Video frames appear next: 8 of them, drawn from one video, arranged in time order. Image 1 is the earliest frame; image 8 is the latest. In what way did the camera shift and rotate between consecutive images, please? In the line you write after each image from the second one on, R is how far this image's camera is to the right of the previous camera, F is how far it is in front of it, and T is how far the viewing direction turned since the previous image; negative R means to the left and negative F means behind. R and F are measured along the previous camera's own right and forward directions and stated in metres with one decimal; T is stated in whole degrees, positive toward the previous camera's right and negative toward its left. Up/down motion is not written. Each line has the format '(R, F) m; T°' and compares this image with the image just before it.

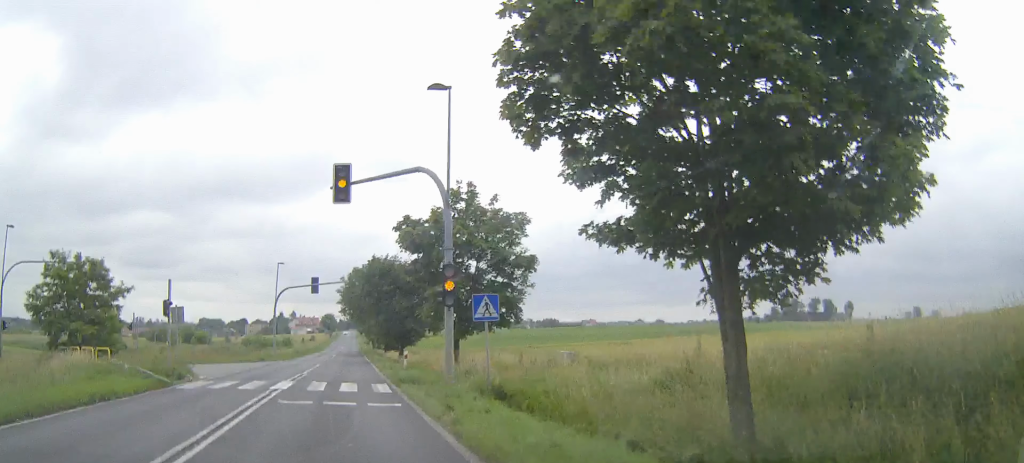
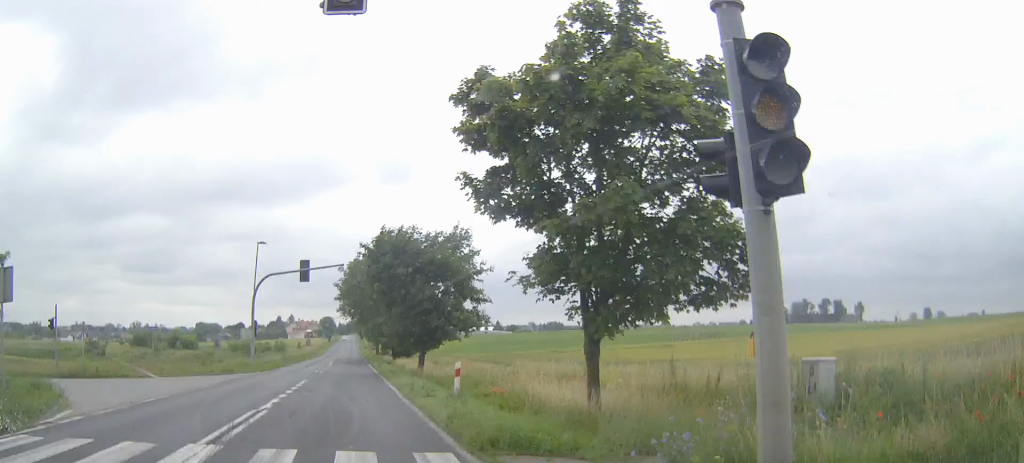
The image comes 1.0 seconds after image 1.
(0.0, +15.0) m; 0°
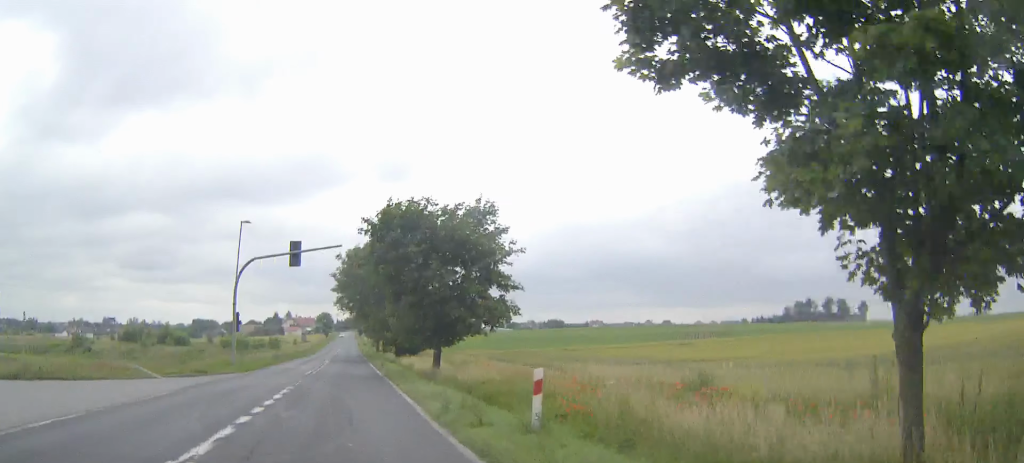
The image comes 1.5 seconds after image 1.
(0.0, +7.8) m; 0°
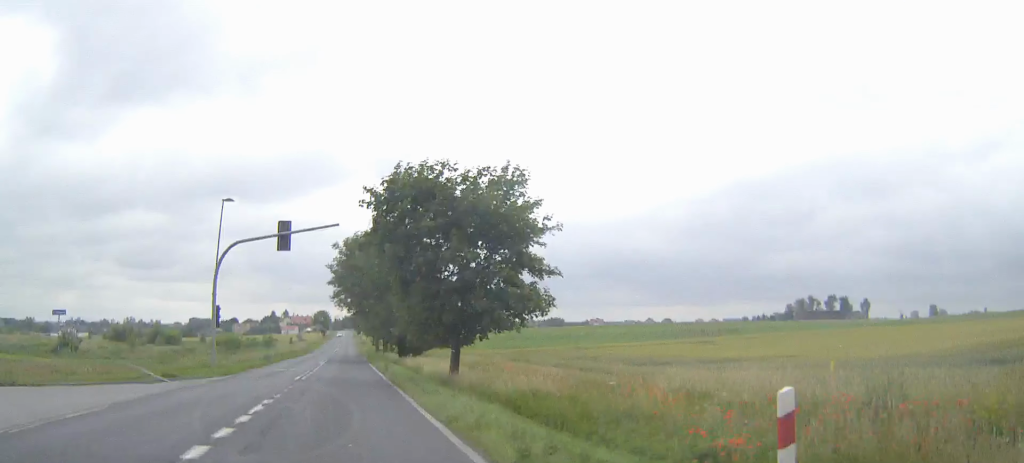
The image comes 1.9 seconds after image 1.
(0.0, +6.0) m; 0°
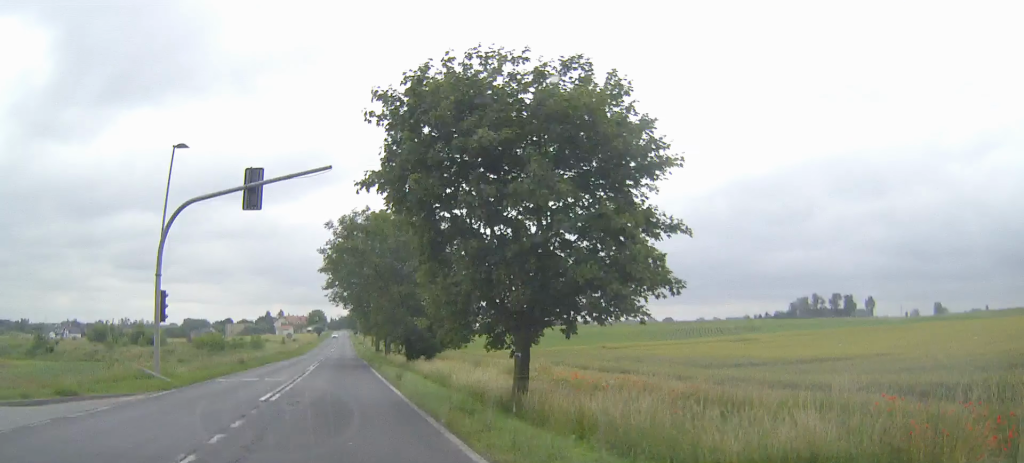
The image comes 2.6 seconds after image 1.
(0.0, +10.2) m; 0°
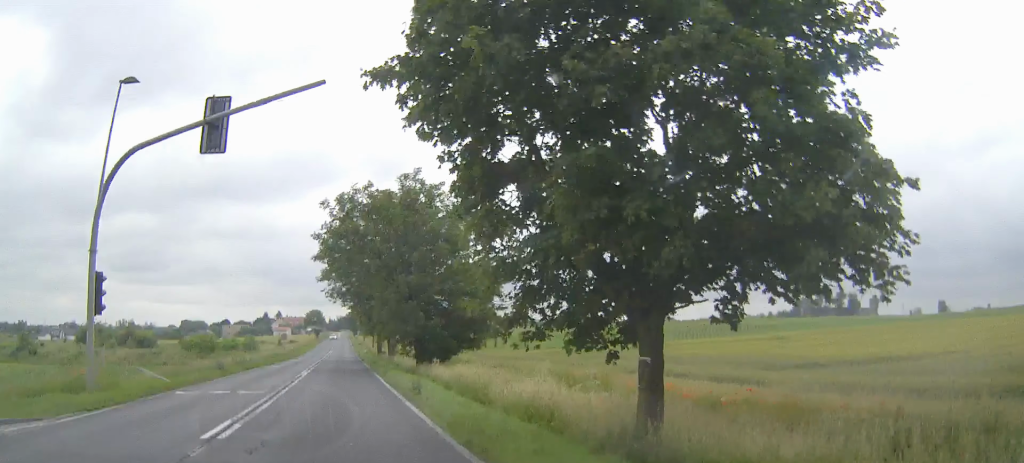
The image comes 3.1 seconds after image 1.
(0.0, +7.2) m; 0°
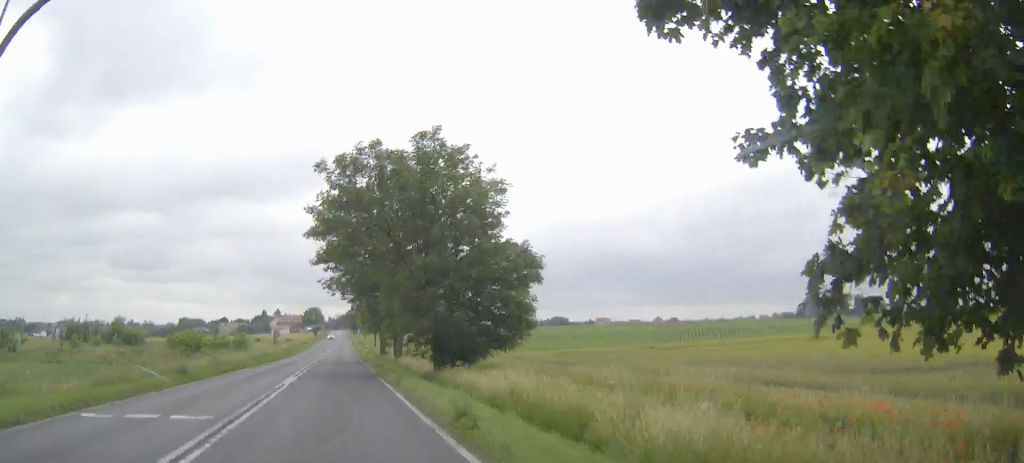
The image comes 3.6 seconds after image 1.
(0.0, +7.9) m; 0°
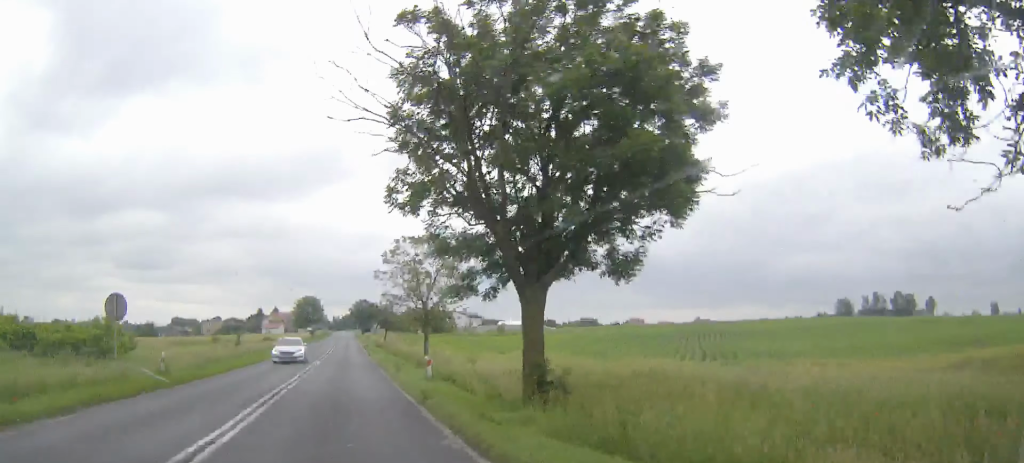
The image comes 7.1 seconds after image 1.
(+0.1, +54.4) m; 0°
